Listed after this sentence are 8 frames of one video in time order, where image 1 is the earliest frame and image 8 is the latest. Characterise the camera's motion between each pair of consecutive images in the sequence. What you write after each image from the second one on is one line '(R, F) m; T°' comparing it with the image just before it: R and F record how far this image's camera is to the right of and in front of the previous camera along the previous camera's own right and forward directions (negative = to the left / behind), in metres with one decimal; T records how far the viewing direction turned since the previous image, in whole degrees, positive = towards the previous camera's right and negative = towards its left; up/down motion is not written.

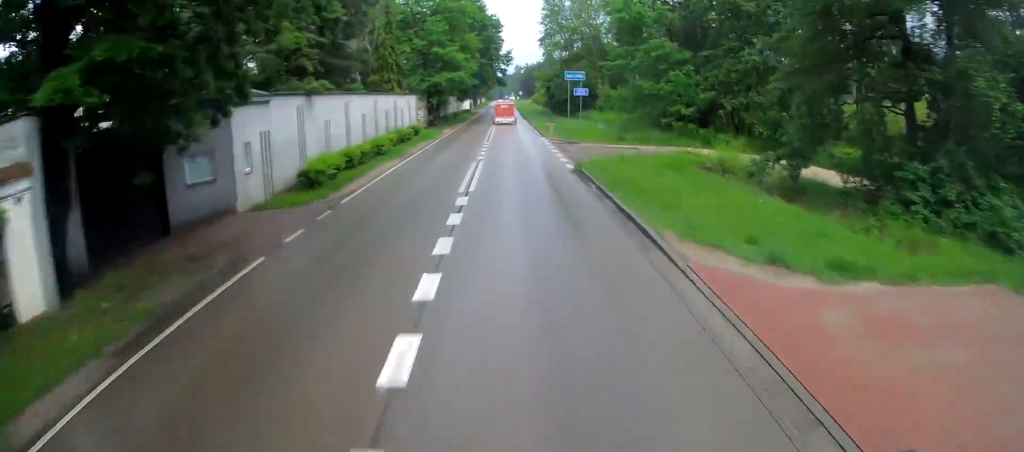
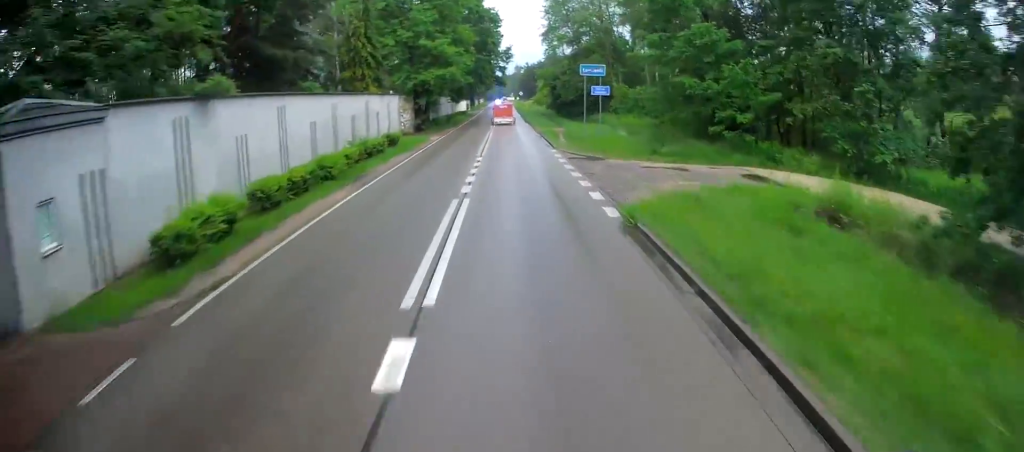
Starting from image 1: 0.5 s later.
(+0.2, +8.6) m; 0°
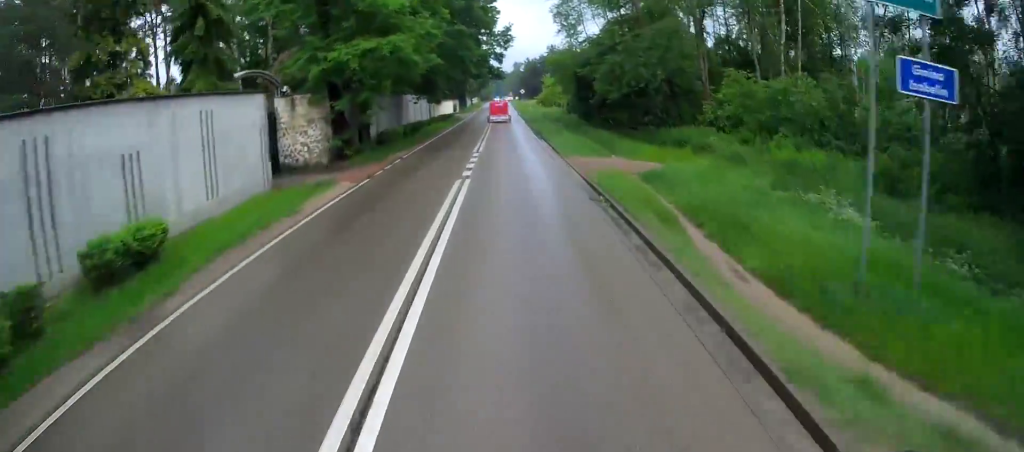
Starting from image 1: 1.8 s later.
(-1.6, +25.3) m; -6°
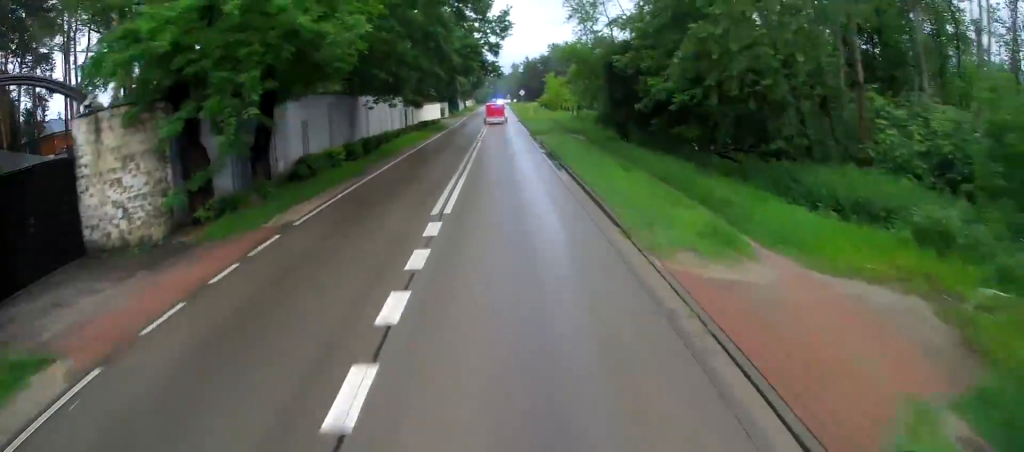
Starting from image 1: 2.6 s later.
(-0.5, +13.8) m; -1°
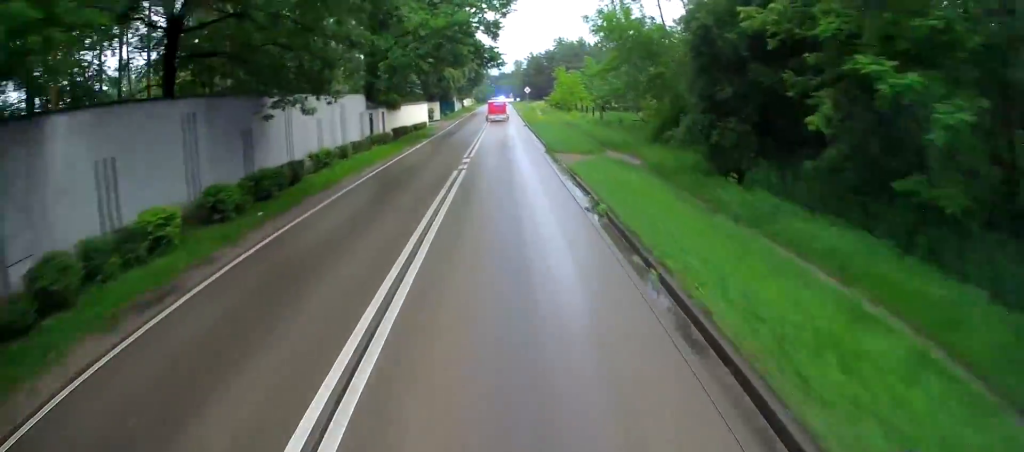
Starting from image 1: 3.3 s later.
(0.0, +13.4) m; +3°
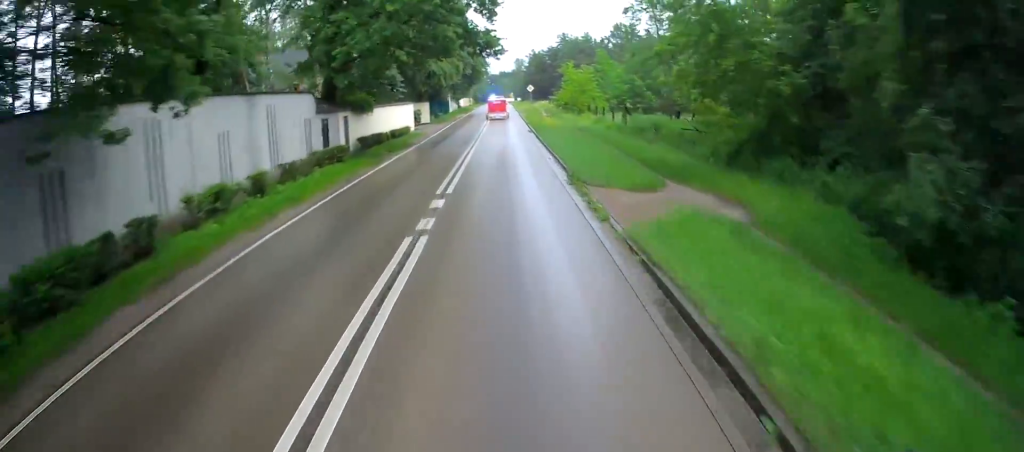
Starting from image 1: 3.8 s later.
(+0.4, +9.3) m; +1°
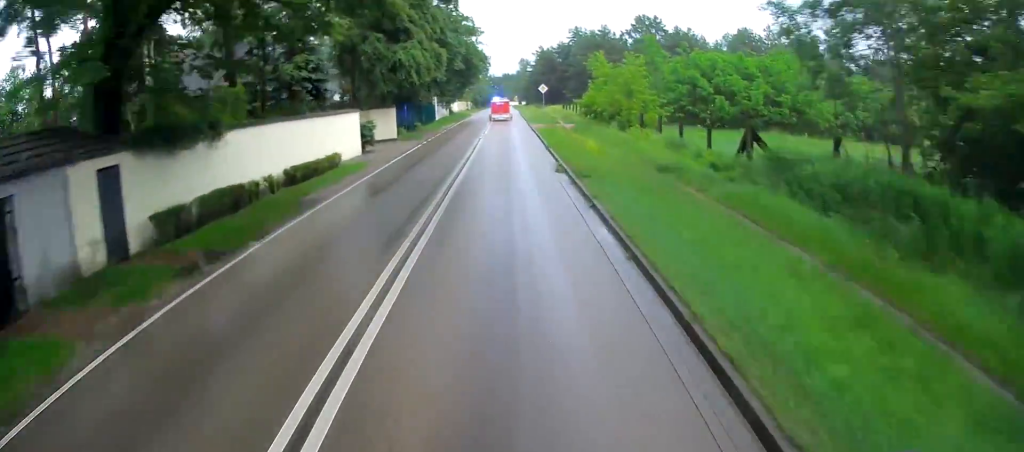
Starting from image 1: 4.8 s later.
(+0.3, +19.4) m; -1°
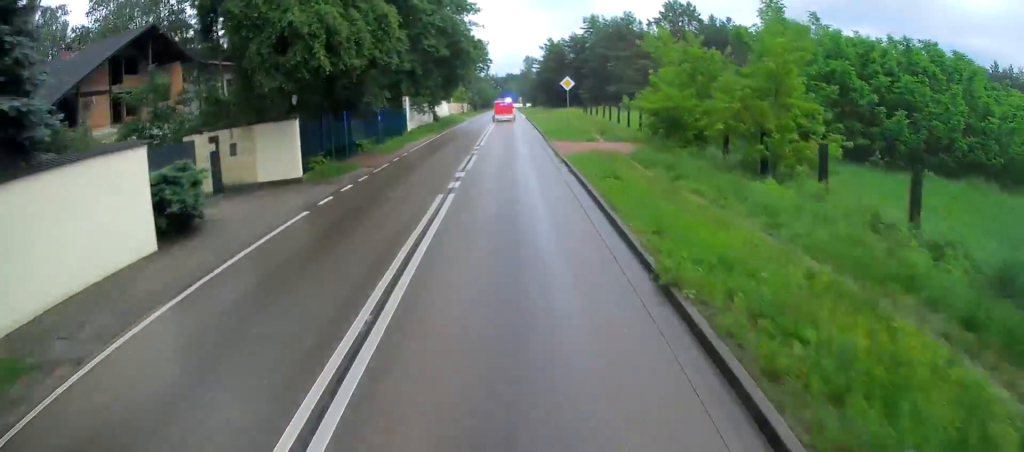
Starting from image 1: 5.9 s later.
(-0.4, +19.3) m; -2°
